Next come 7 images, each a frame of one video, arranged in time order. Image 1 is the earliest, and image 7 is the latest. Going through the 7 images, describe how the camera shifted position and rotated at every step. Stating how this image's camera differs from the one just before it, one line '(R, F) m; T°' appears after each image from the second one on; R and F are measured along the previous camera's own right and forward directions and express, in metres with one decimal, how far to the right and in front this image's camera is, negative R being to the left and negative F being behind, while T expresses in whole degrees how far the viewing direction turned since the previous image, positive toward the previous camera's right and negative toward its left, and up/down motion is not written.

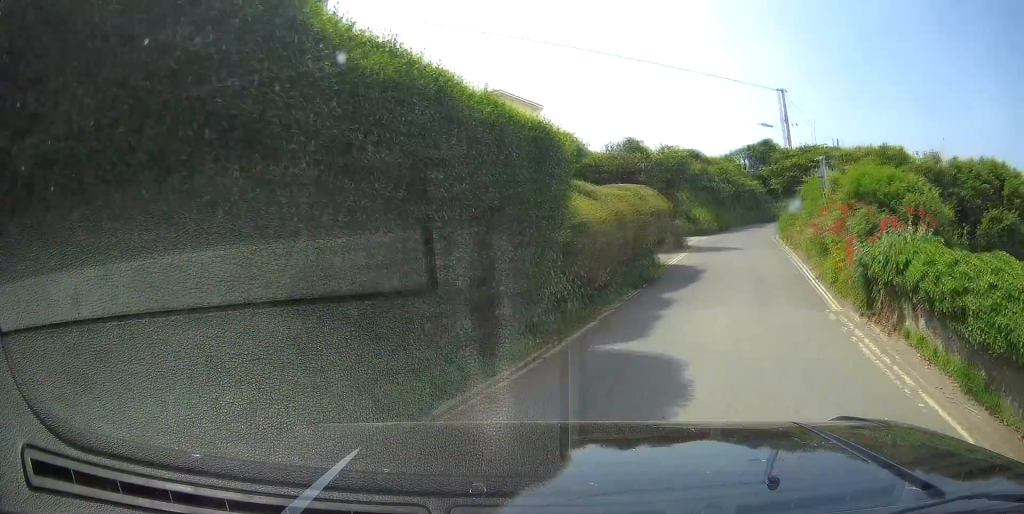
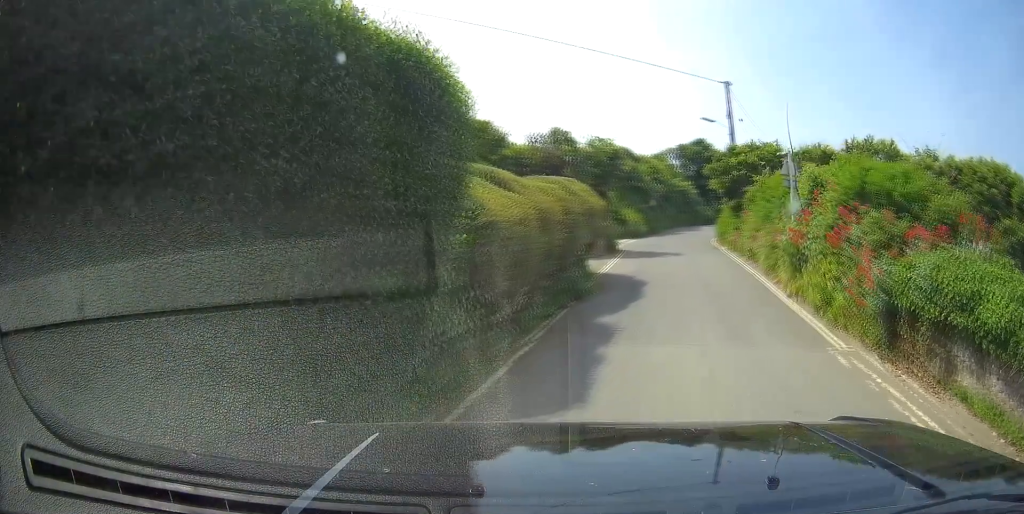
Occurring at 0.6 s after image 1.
(+0.2, +3.7) m; +6°
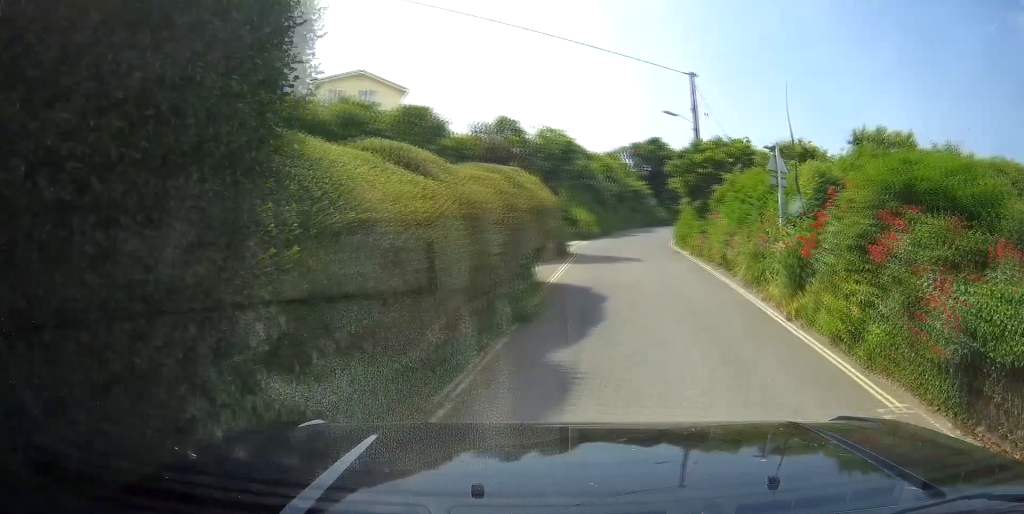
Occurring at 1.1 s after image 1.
(+0.1, +2.8) m; +2°
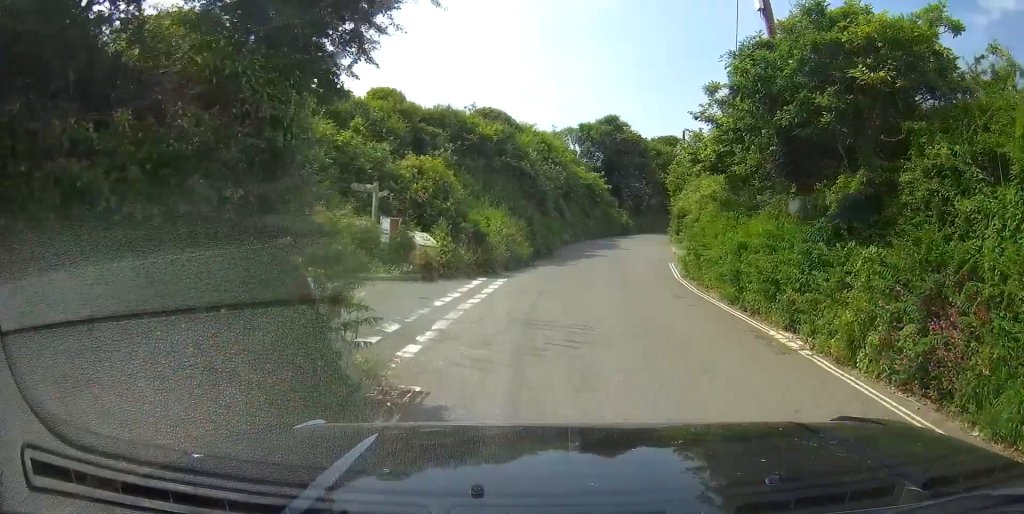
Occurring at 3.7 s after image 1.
(+0.4, +14.3) m; +2°
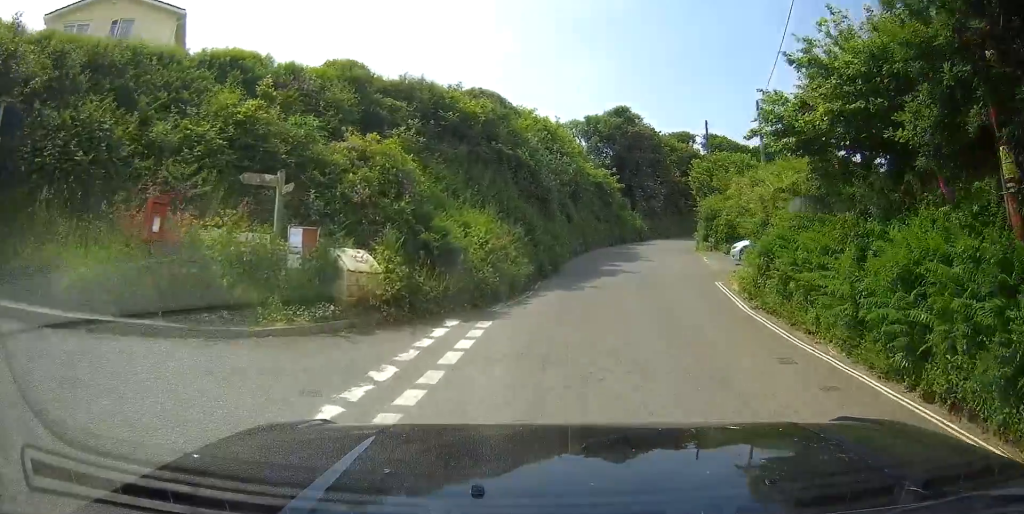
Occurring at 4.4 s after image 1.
(0.0, +6.1) m; +1°
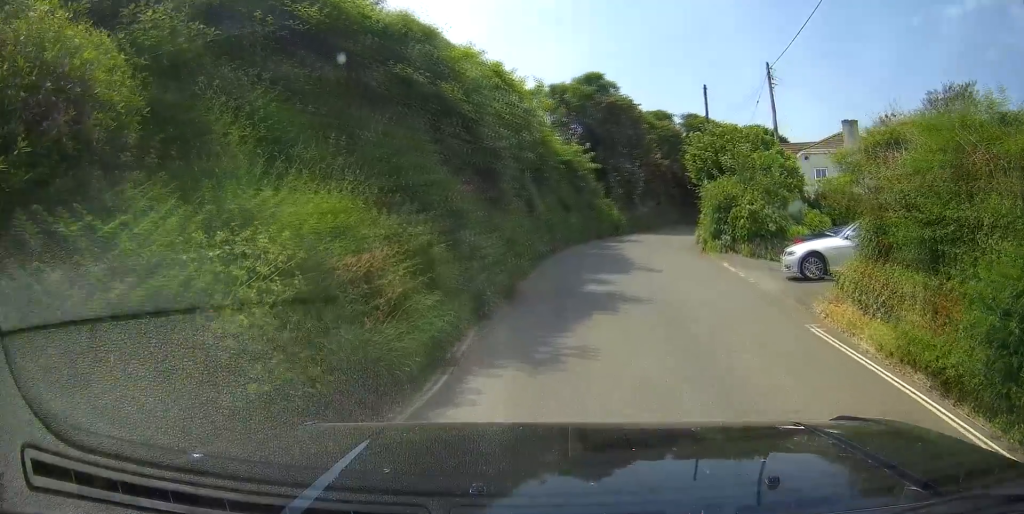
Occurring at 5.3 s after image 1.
(+0.2, +9.8) m; +3°
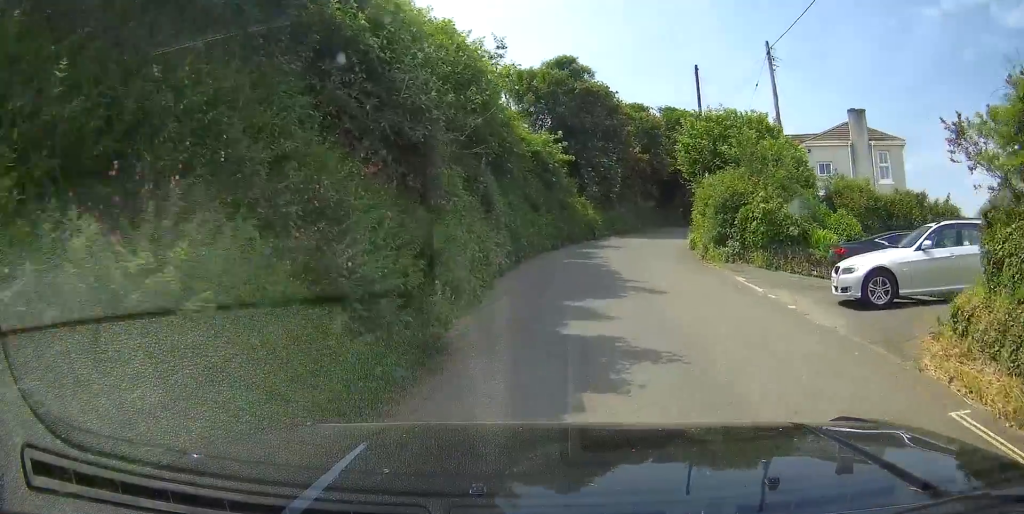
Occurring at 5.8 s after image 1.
(+0.1, +5.0) m; +2°
